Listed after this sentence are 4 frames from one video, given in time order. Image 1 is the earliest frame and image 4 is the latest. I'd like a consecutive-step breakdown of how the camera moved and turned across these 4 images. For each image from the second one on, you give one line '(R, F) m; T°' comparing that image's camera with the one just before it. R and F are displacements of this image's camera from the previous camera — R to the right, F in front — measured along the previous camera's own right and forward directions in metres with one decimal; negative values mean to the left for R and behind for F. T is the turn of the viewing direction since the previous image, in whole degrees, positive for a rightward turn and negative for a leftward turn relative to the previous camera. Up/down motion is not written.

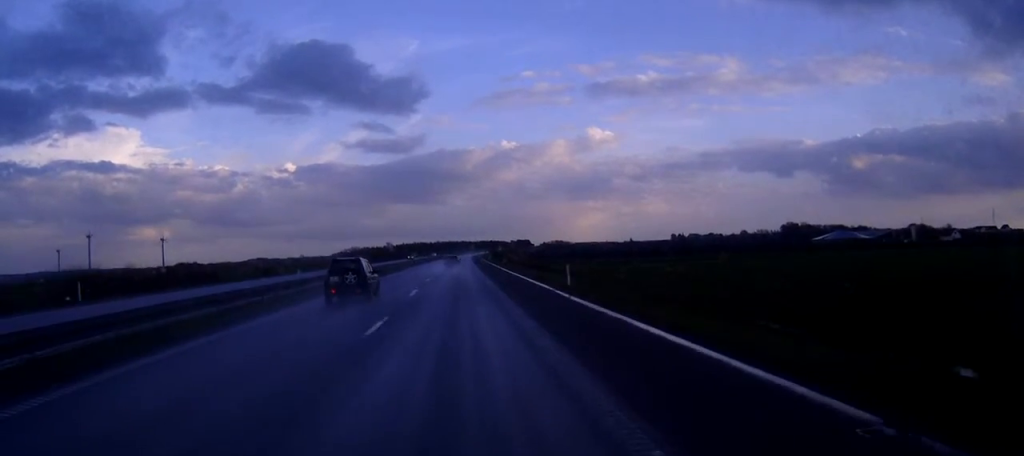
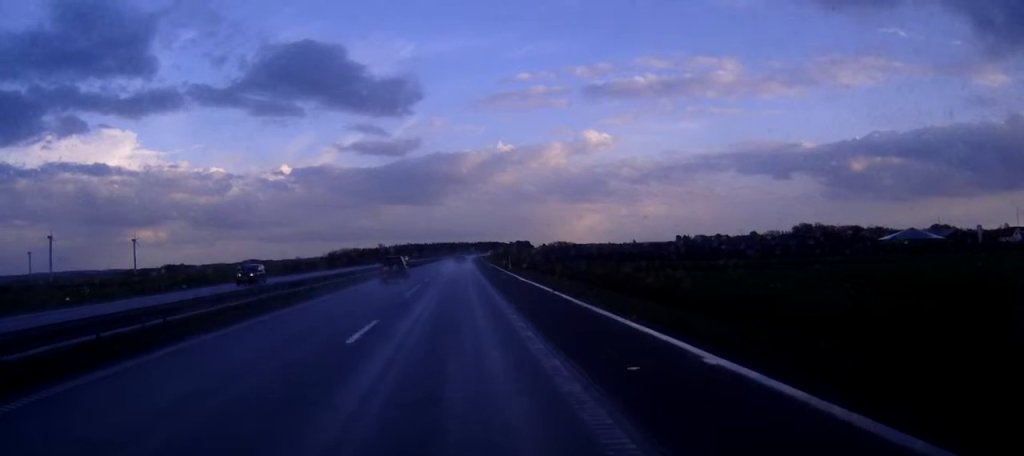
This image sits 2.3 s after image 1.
(0.0, +60.6) m; 0°
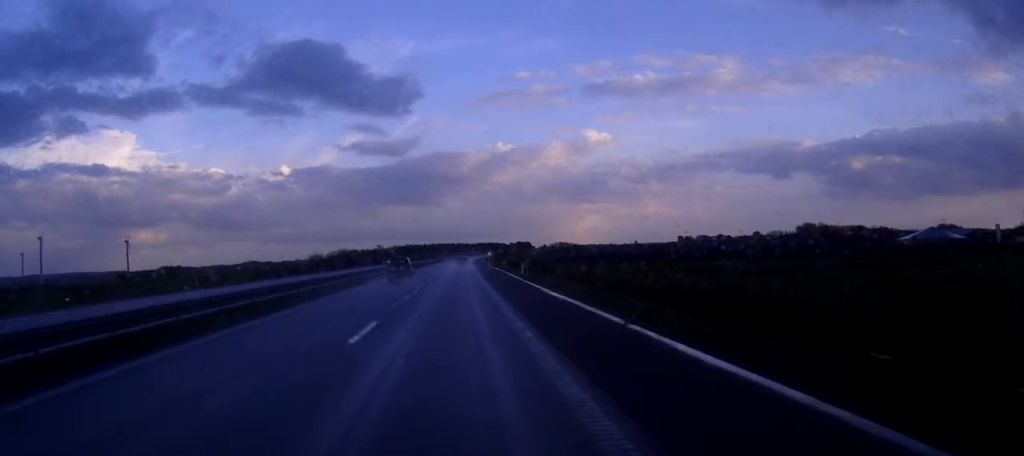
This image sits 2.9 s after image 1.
(0.0, +14.7) m; 0°
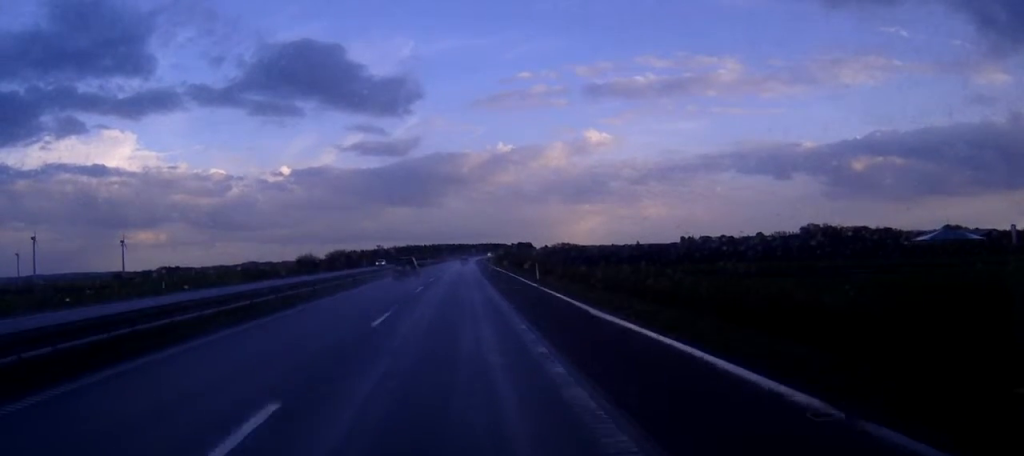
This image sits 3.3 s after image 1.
(0.0, +11.2) m; 0°
